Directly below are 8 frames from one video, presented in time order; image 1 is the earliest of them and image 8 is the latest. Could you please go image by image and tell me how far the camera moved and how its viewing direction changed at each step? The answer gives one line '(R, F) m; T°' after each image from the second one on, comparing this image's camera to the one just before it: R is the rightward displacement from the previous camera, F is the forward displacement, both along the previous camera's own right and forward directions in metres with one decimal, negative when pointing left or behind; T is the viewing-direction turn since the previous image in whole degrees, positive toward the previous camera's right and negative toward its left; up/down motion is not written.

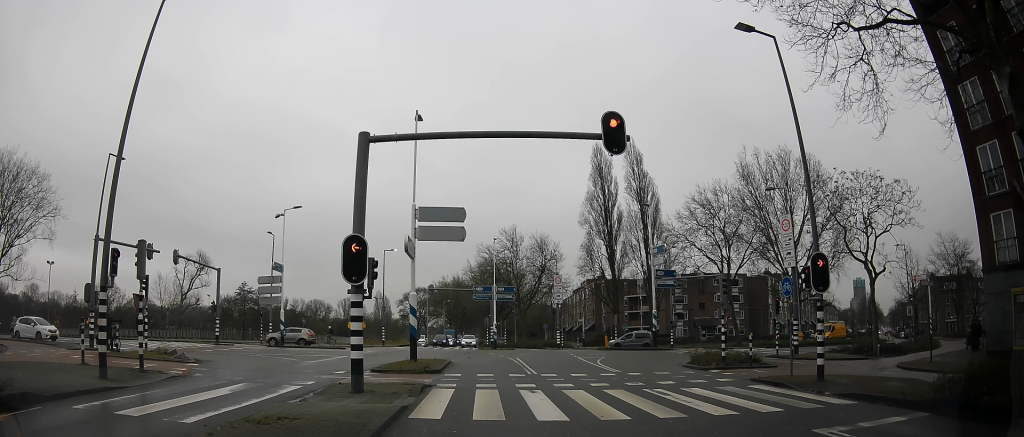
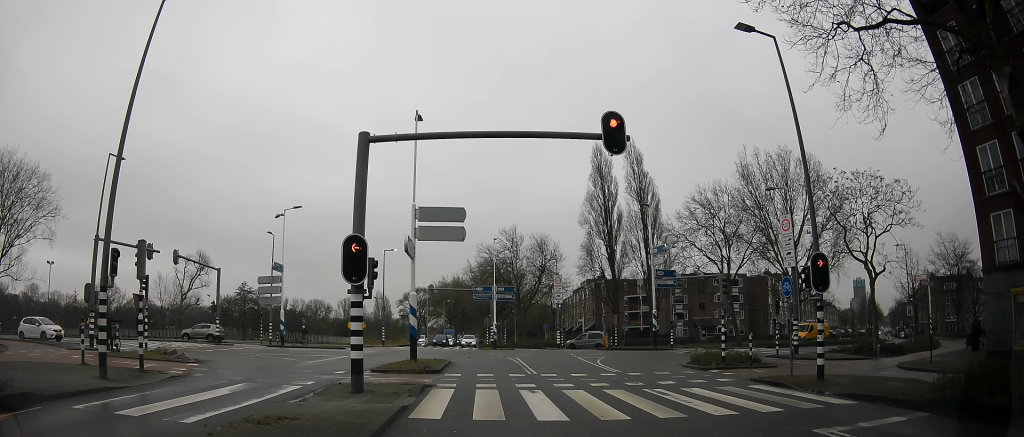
(0.0, 0.0) m; 0°
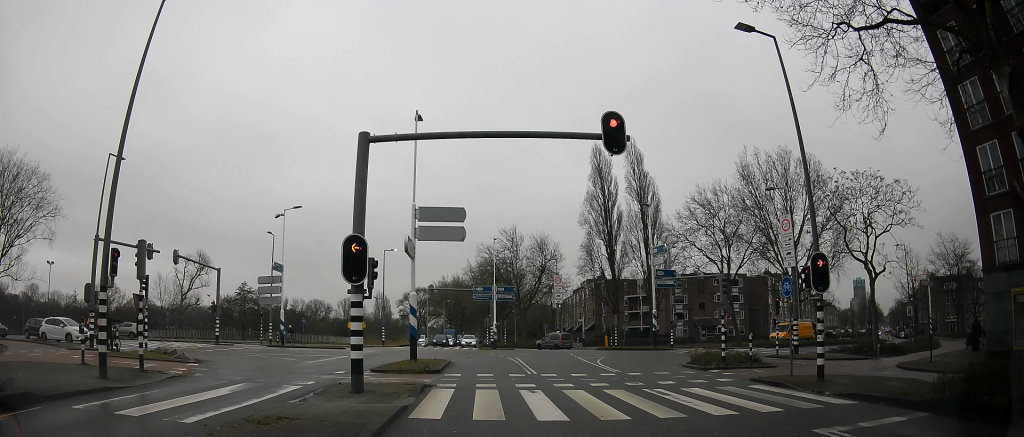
(0.0, 0.0) m; 0°
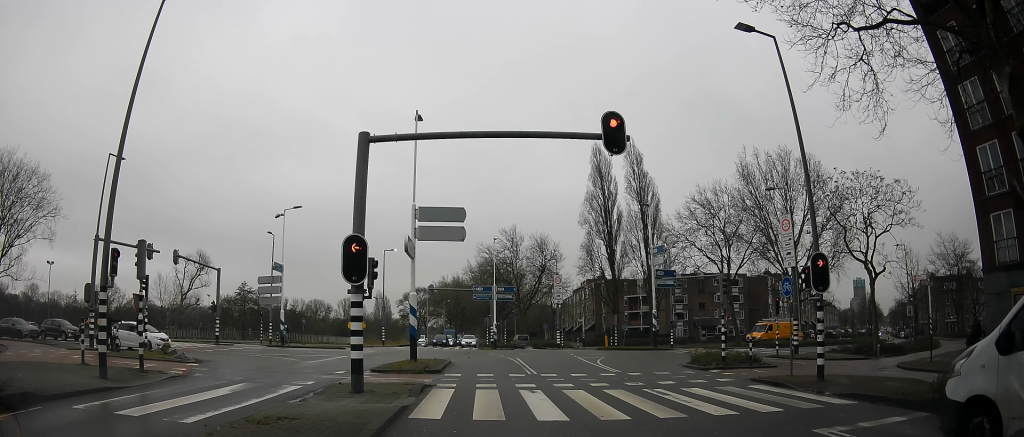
(0.0, 0.0) m; 0°
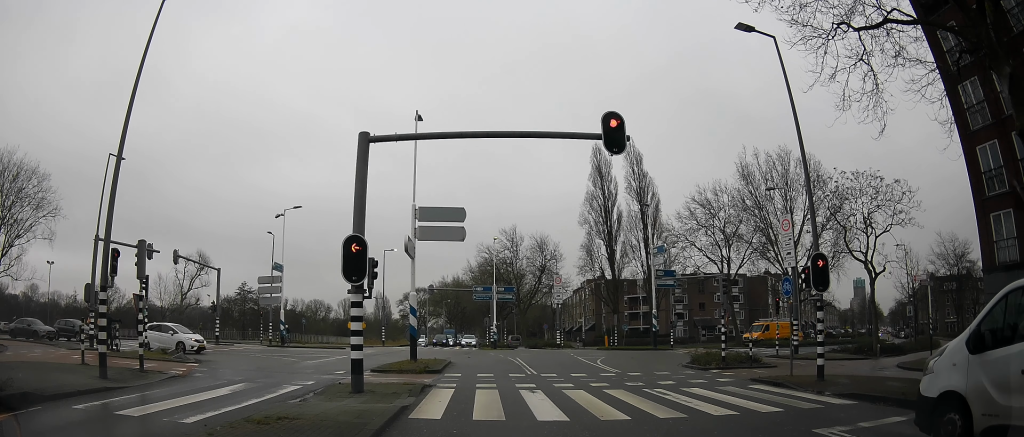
(0.0, 0.0) m; 0°
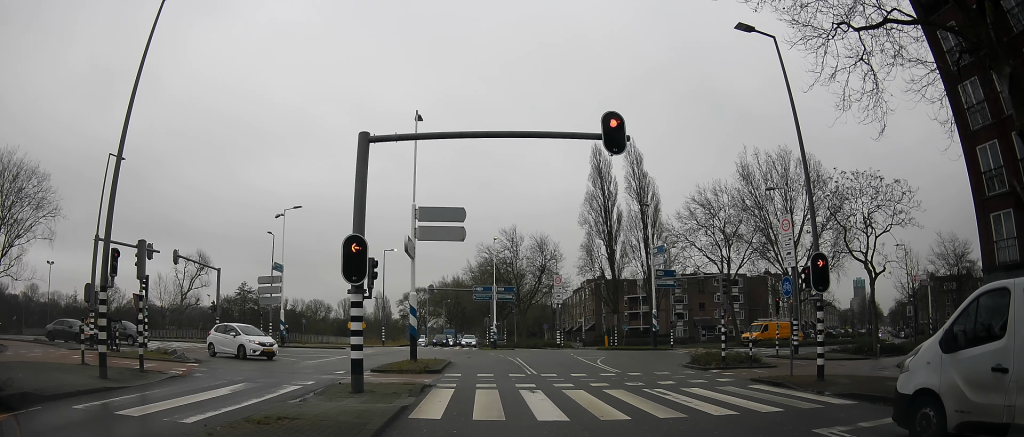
(0.0, 0.0) m; 0°
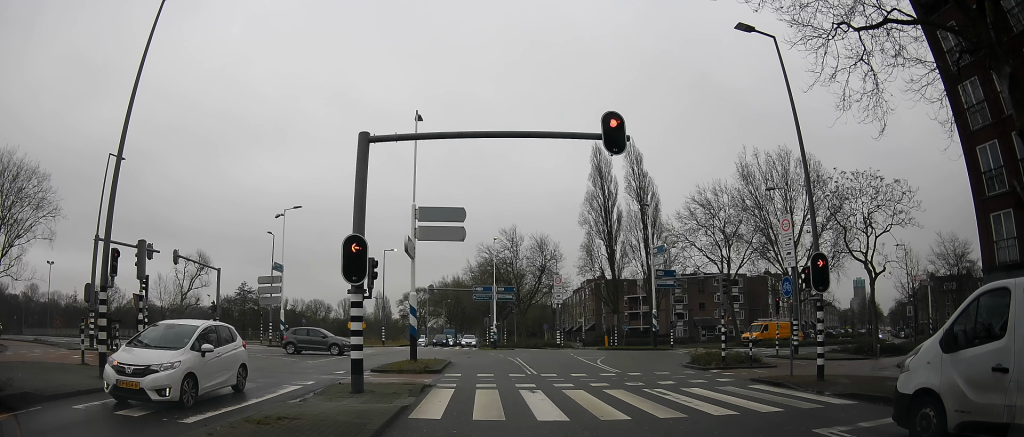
(0.0, 0.0) m; 0°
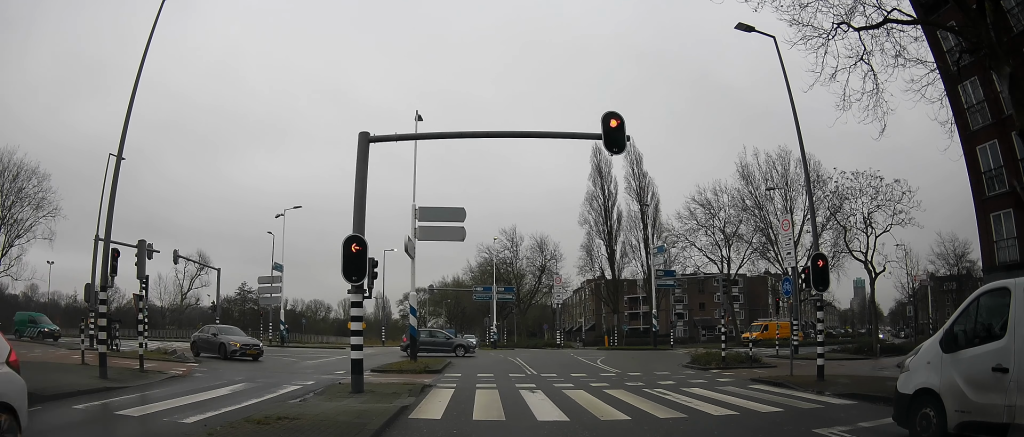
(0.0, 0.0) m; 0°
